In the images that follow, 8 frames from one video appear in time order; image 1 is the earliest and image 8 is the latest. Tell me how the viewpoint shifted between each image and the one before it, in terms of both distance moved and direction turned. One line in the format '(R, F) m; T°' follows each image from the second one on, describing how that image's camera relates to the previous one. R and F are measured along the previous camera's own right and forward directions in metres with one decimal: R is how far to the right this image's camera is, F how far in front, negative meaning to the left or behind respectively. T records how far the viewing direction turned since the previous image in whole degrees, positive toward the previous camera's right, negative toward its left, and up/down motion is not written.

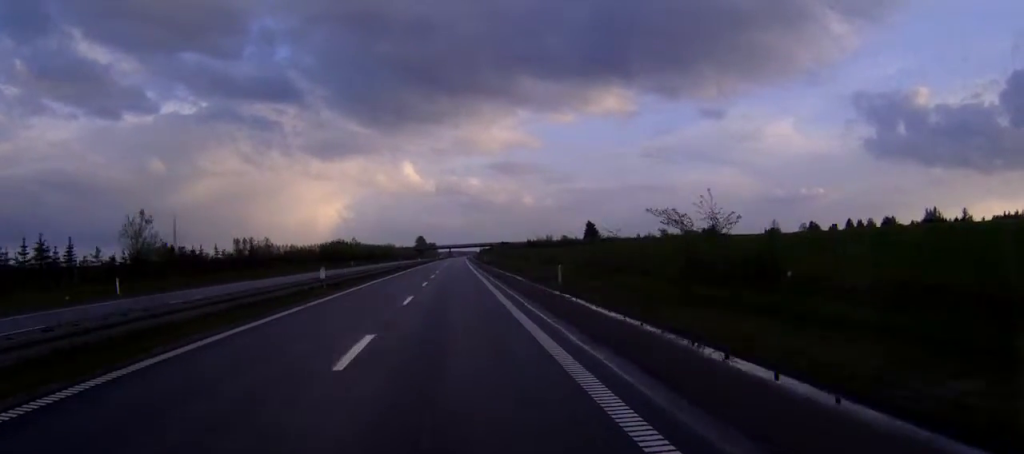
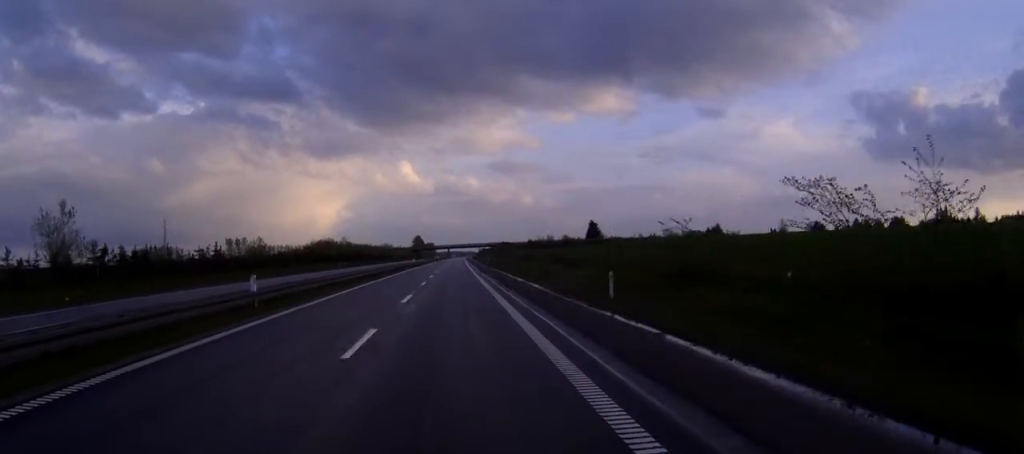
(+0.1, +13.7) m; 0°
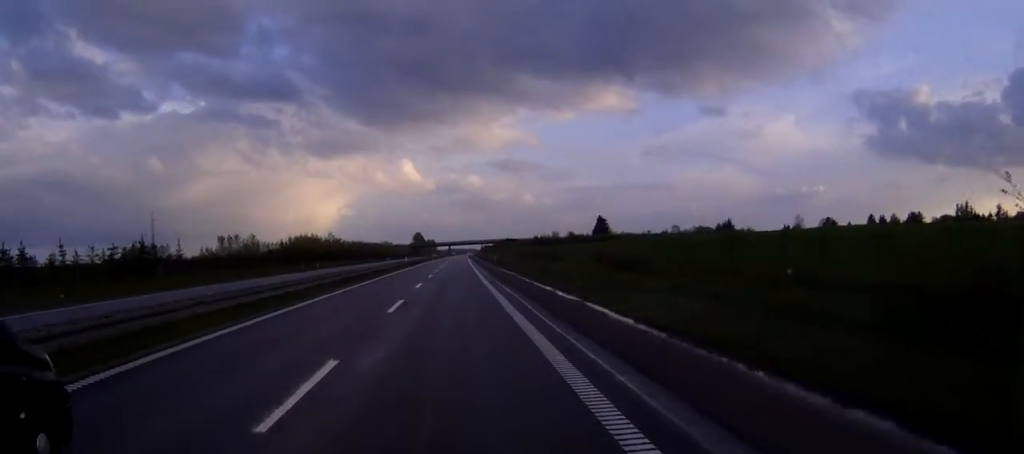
(0.0, +20.5) m; 0°
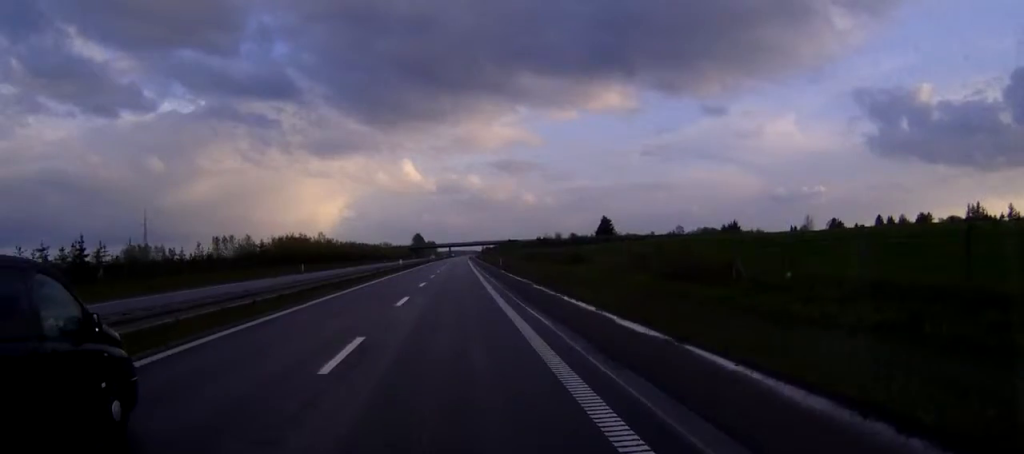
(0.0, +11.1) m; 0°
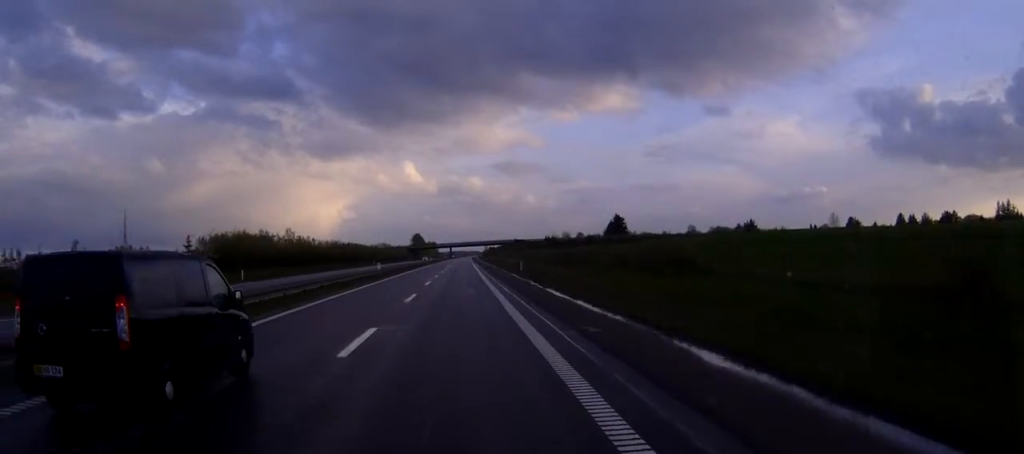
(0.0, +28.0) m; 0°
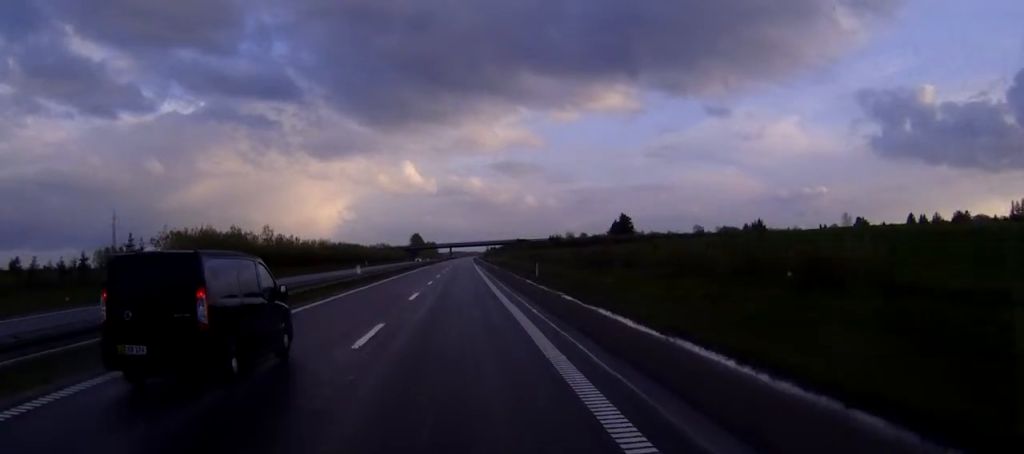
(0.0, +13.6) m; 0°
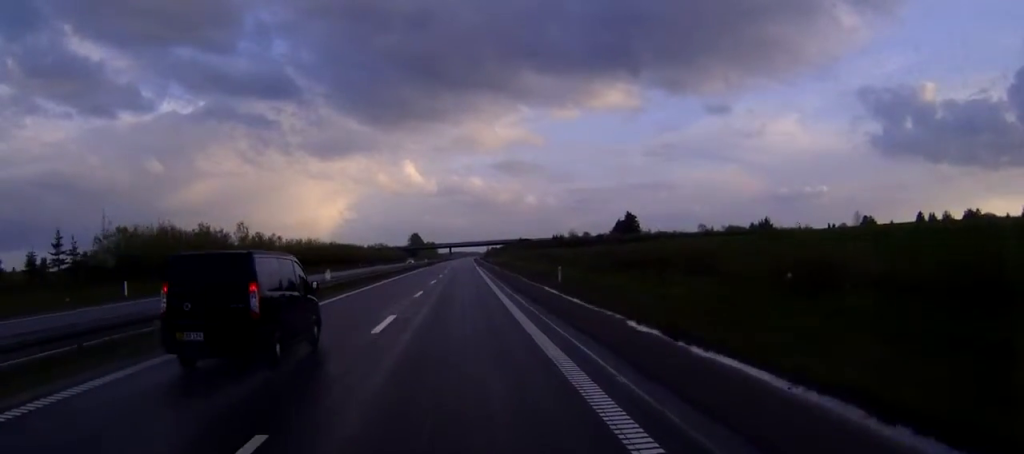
(0.0, +11.9) m; 0°
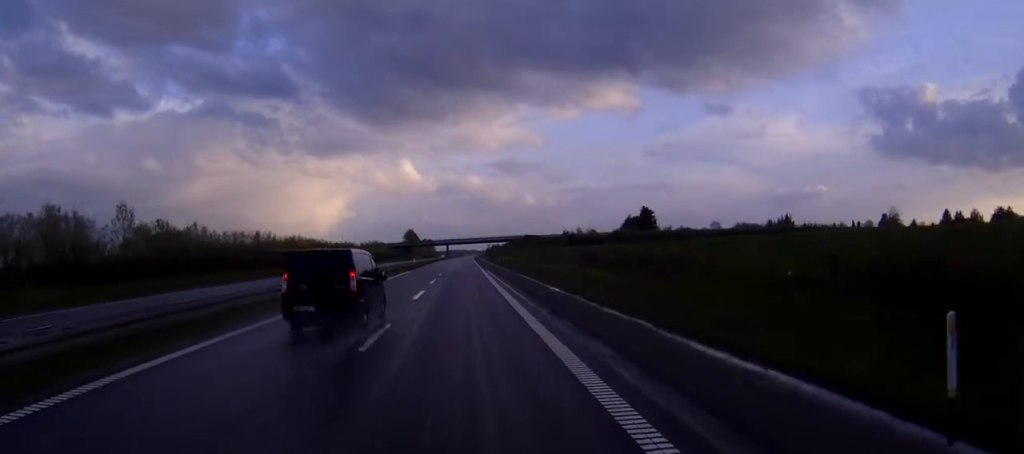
(-0.1, +33.3) m; 0°
